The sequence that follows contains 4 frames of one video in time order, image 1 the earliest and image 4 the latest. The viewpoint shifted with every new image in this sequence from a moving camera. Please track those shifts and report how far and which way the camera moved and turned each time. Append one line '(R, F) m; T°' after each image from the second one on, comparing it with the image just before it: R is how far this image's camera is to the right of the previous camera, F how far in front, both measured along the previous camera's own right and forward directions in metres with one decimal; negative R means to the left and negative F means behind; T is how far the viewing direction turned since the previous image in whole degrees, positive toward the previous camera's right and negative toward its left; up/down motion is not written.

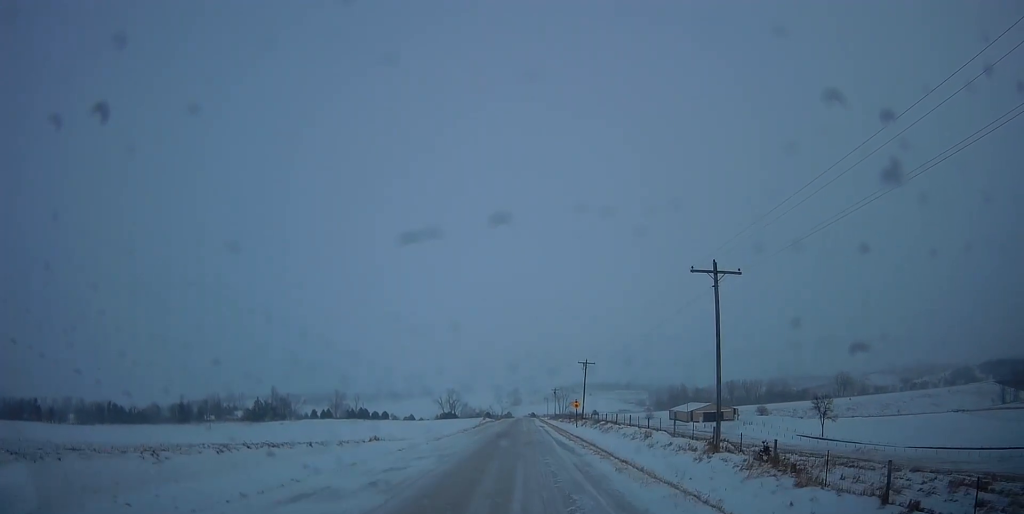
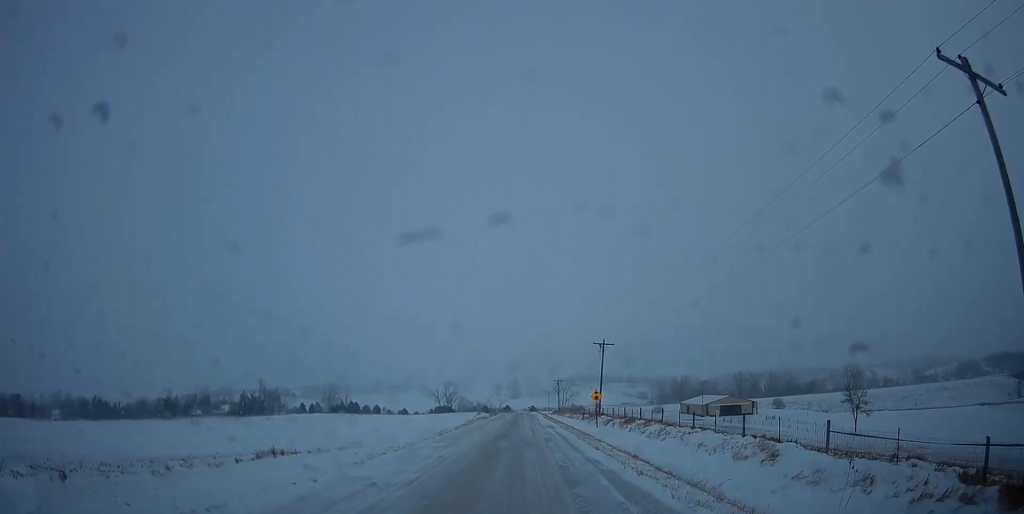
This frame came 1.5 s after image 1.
(0.0, +17.7) m; 0°
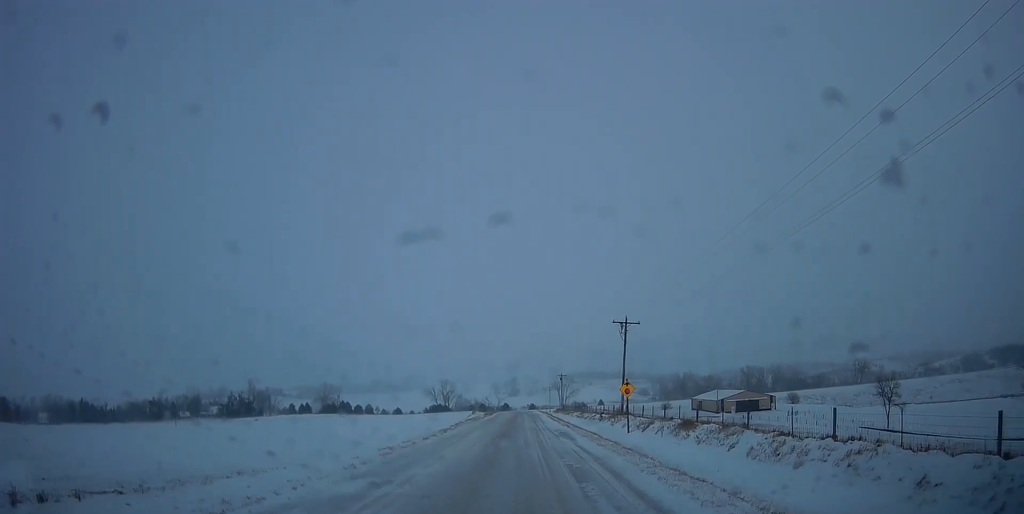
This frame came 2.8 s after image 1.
(-0.4, +14.5) m; -4°
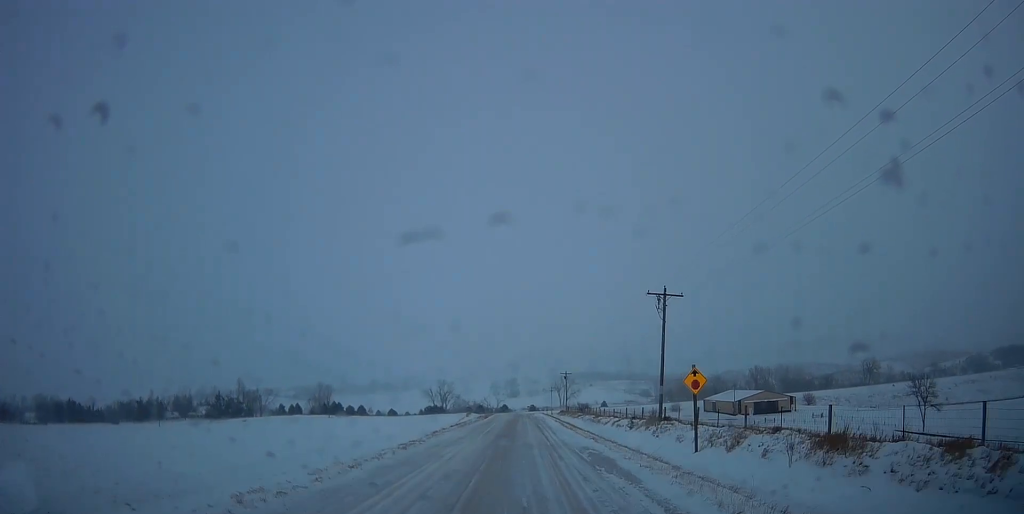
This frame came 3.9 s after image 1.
(-0.3, +13.6) m; +1°
